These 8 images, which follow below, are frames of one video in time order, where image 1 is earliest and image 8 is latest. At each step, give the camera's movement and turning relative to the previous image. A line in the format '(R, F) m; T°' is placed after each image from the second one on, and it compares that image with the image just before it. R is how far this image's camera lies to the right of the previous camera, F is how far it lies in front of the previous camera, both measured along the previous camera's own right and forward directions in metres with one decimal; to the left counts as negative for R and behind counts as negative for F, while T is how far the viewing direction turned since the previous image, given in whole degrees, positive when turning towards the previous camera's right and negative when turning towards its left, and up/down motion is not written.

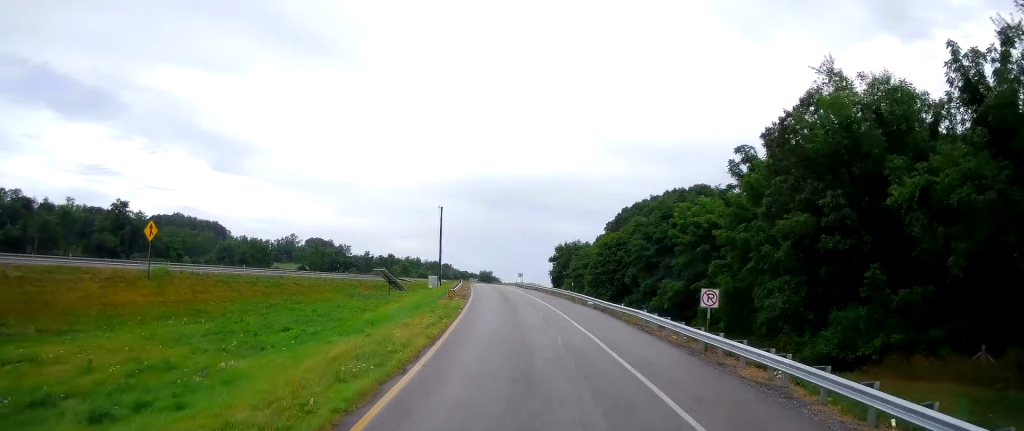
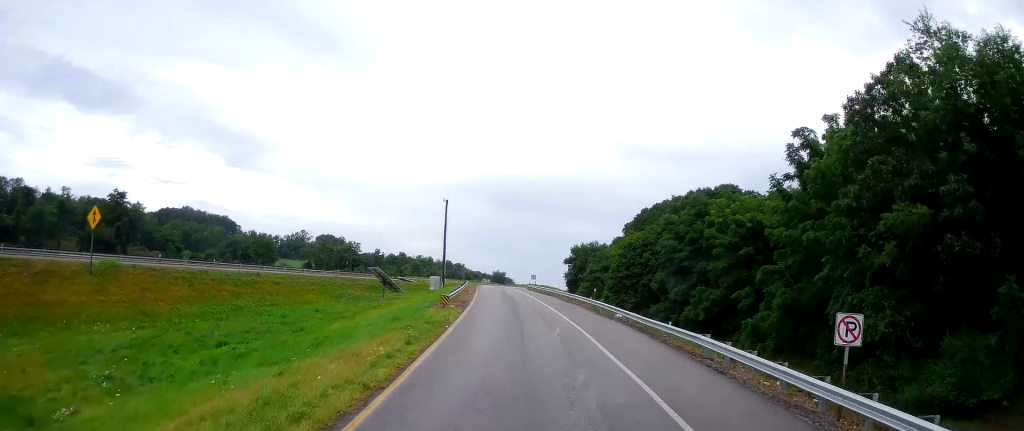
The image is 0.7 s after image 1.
(-0.1, +8.5) m; -1°
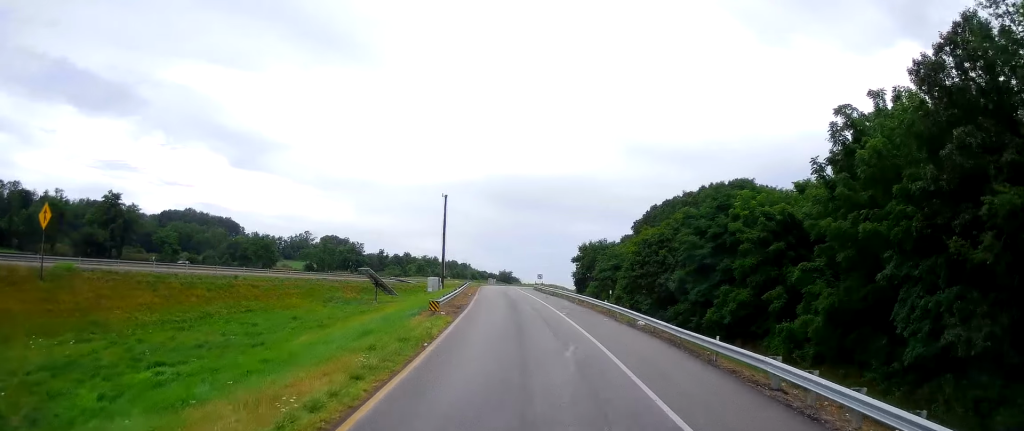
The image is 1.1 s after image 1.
(+0.2, +5.6) m; -1°
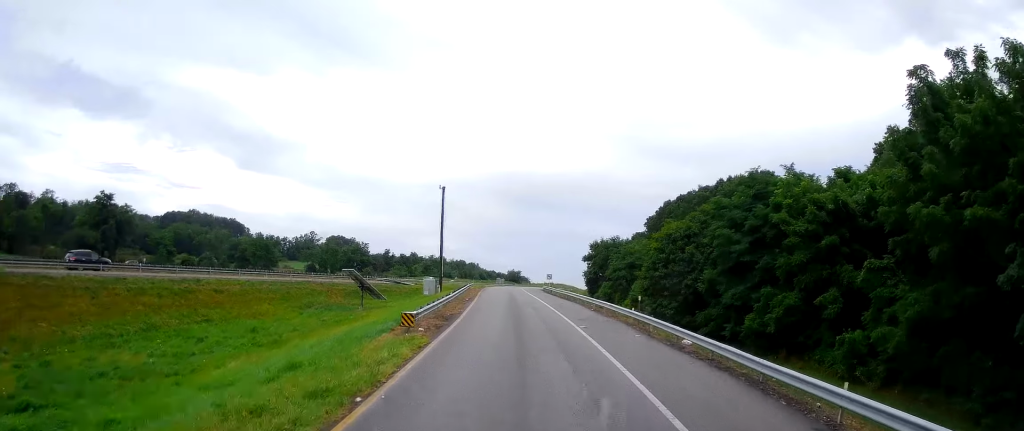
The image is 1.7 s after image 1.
(-0.1, +7.6) m; 0°
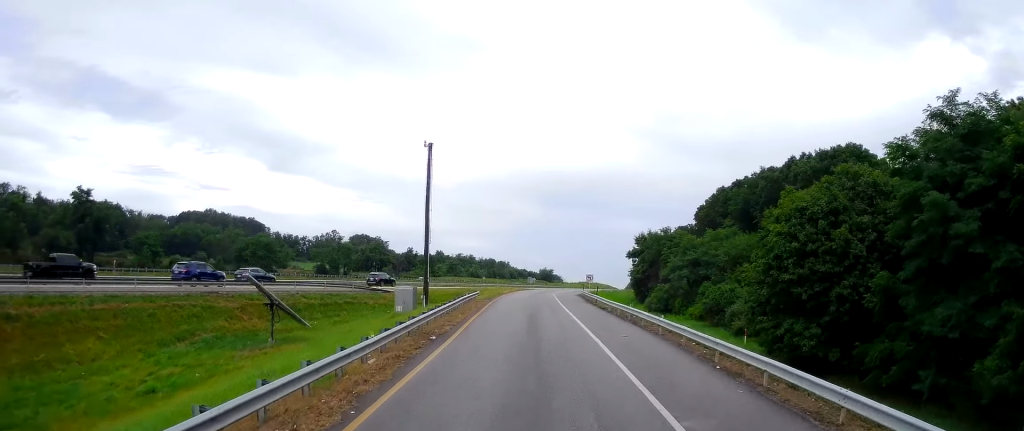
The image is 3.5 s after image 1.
(0.0, +22.6) m; -2°
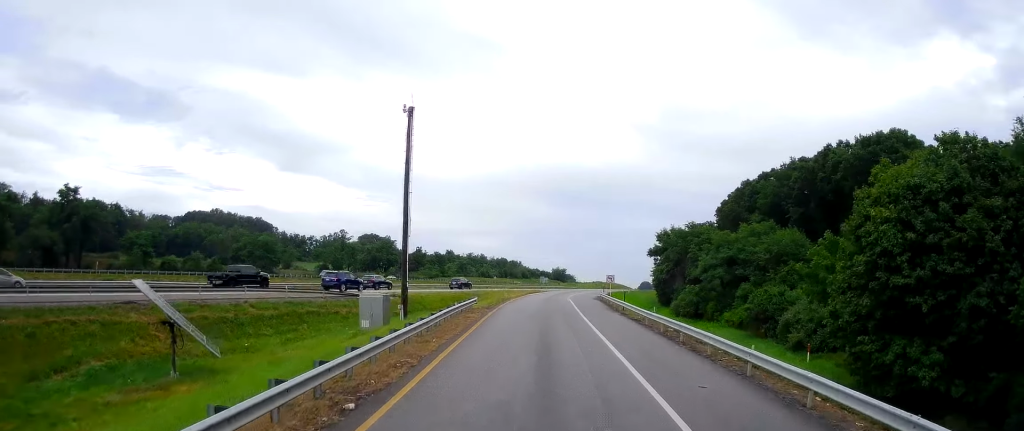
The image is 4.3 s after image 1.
(-0.7, +9.4) m; -2°
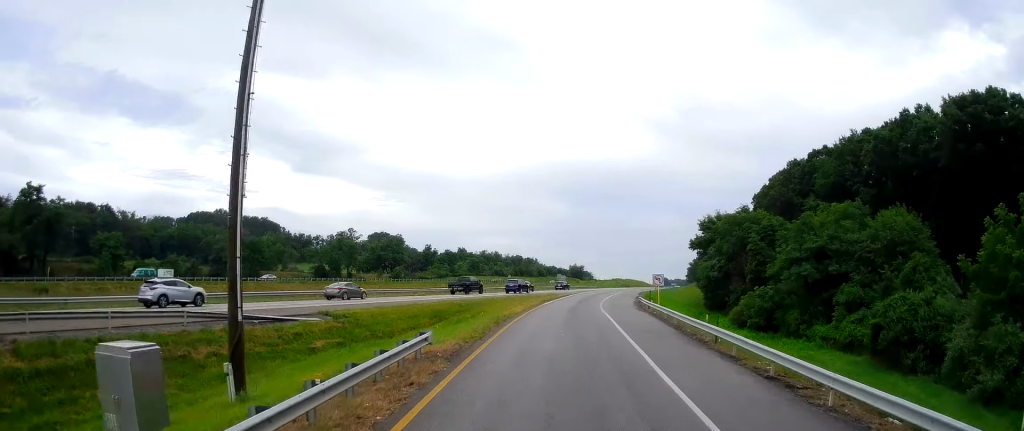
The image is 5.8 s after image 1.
(+0.2, +18.4) m; -1°
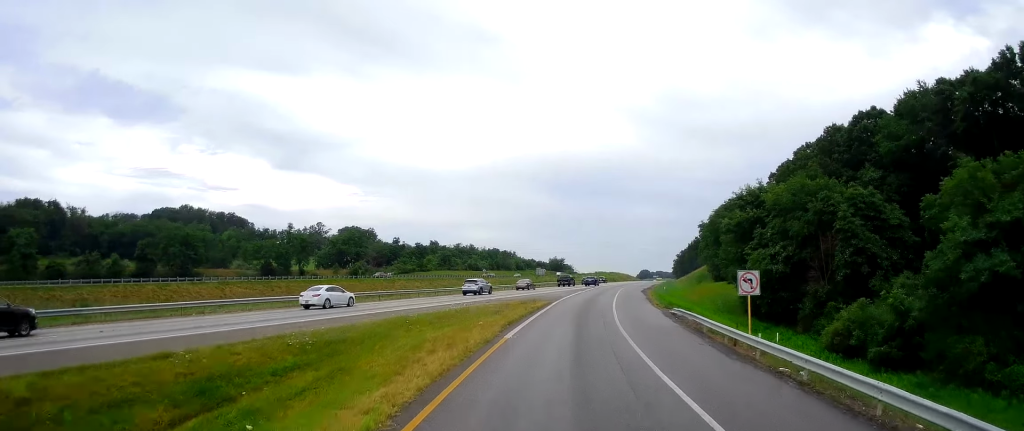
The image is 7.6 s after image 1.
(-0.4, +24.5) m; -1°
